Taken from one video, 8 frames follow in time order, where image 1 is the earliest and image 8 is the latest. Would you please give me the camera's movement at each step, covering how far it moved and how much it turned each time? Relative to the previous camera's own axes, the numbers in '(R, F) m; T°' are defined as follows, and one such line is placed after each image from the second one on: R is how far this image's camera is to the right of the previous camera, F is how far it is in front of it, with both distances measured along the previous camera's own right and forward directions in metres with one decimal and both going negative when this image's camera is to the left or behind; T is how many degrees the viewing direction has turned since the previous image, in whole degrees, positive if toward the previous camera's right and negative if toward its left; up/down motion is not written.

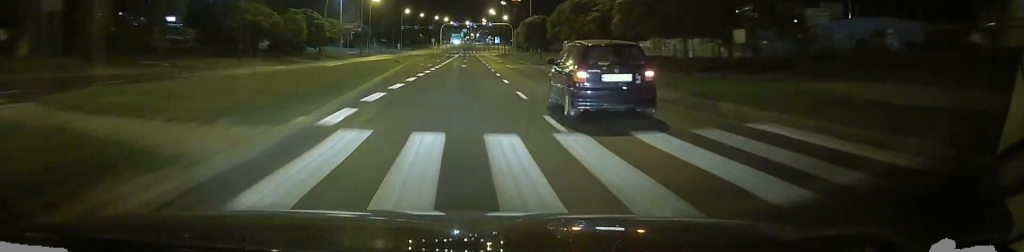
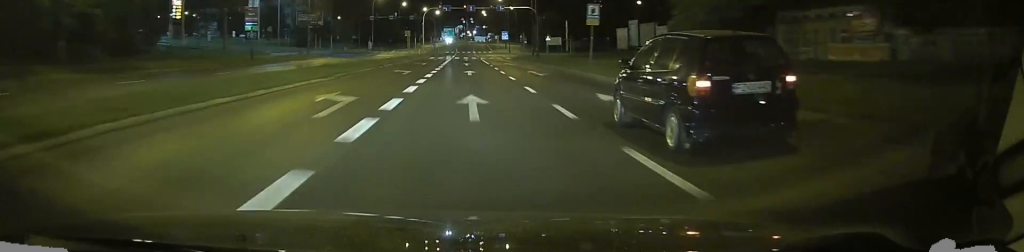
(+0.6, +44.8) m; +1°
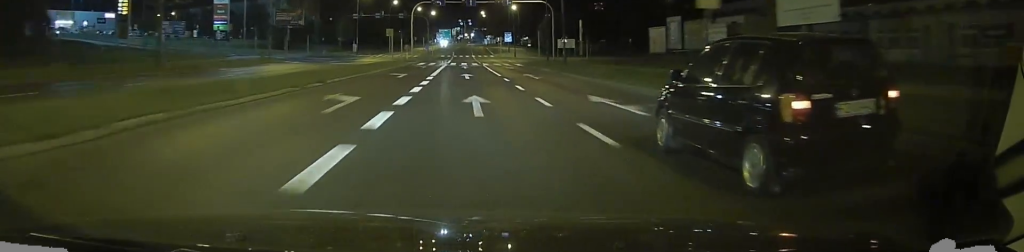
(-0.1, +14.5) m; 0°
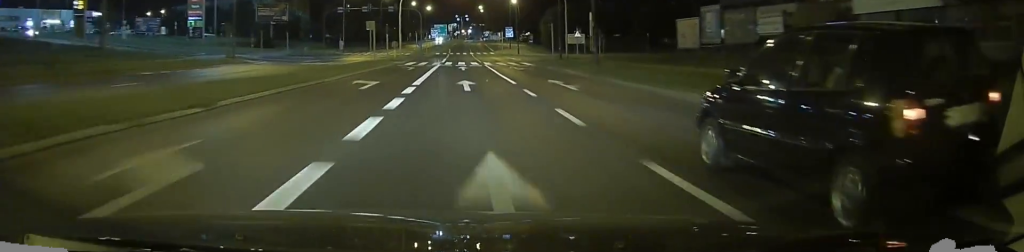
(0.0, +9.3) m; 0°
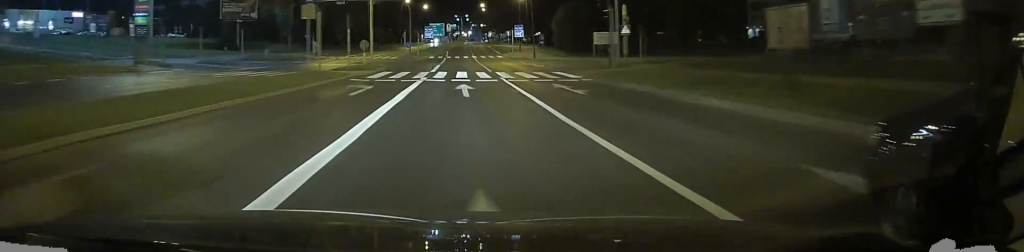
(+0.1, +17.0) m; 0°
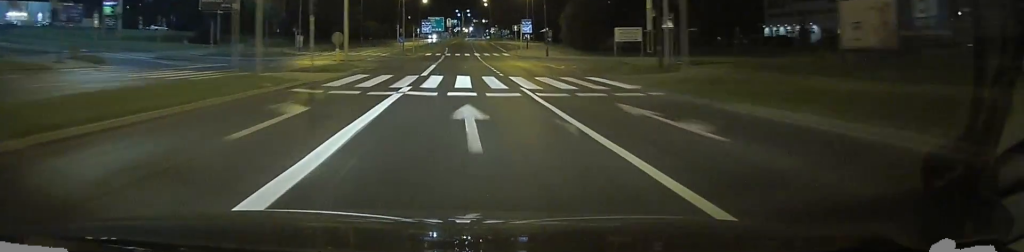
(0.0, +8.3) m; 0°
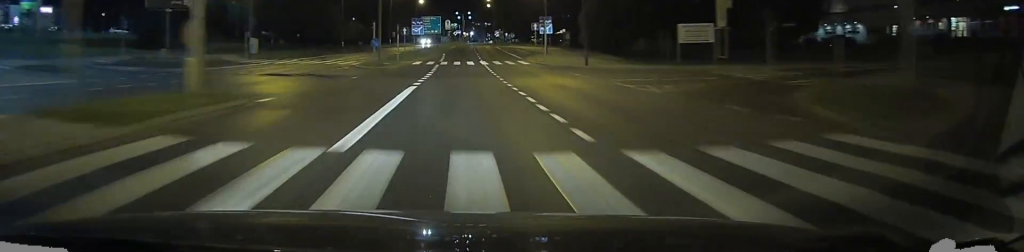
(-0.1, +16.3) m; 0°
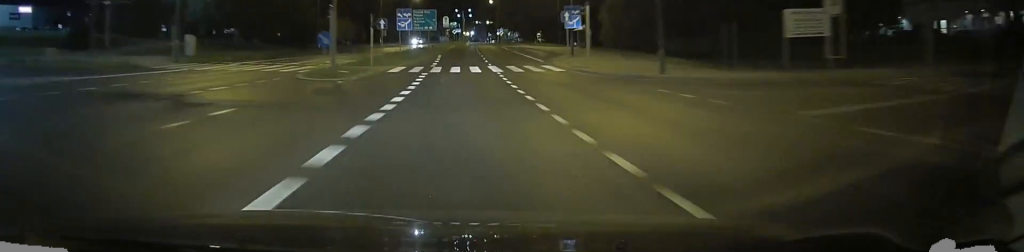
(0.0, +14.0) m; 0°
